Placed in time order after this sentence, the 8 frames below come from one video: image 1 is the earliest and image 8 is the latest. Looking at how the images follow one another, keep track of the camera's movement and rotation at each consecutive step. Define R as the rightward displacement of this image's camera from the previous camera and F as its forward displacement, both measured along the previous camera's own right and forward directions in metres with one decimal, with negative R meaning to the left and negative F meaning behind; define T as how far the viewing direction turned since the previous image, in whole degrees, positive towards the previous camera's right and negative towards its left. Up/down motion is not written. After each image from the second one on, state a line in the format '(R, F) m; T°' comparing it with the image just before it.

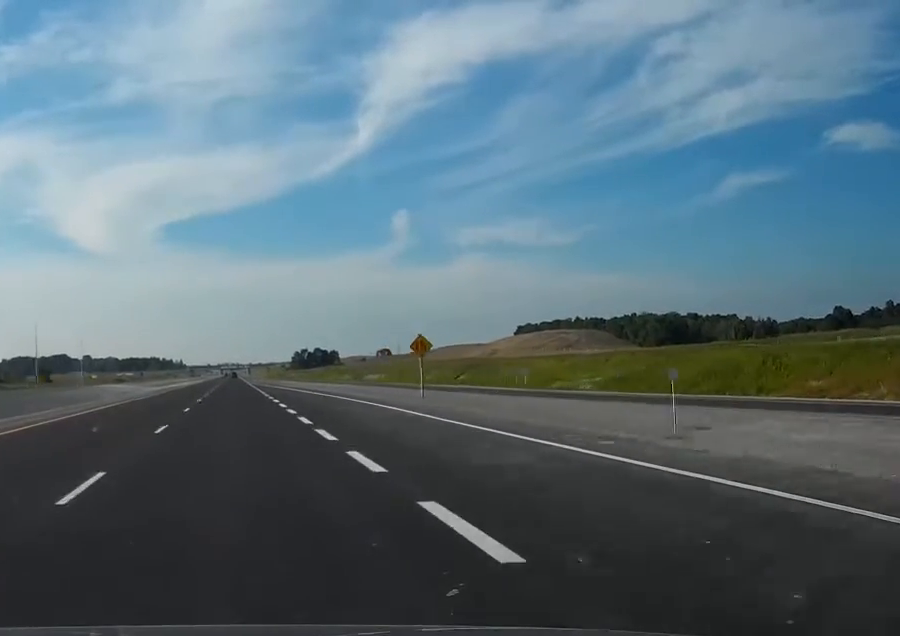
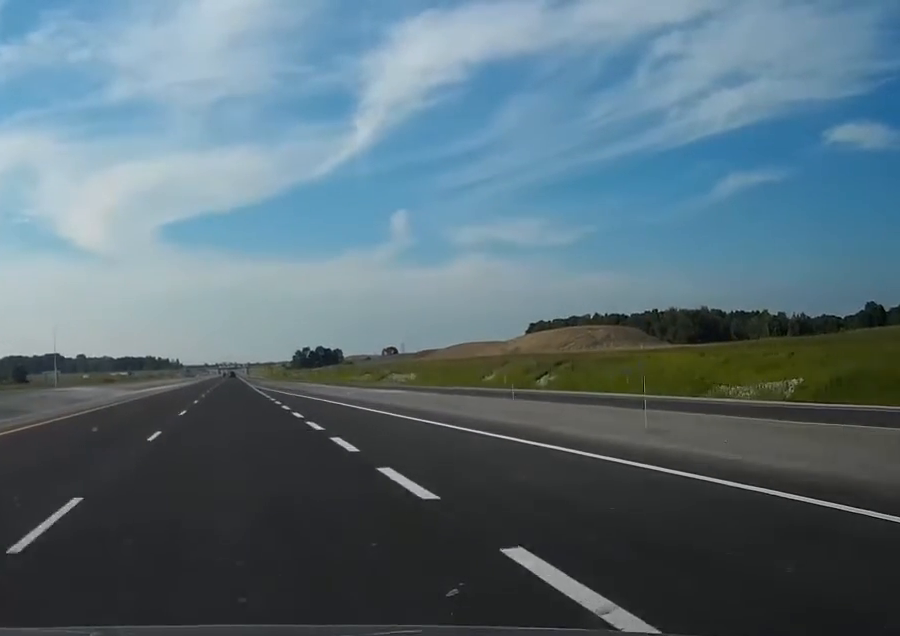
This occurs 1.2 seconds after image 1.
(0.0, +38.5) m; 0°
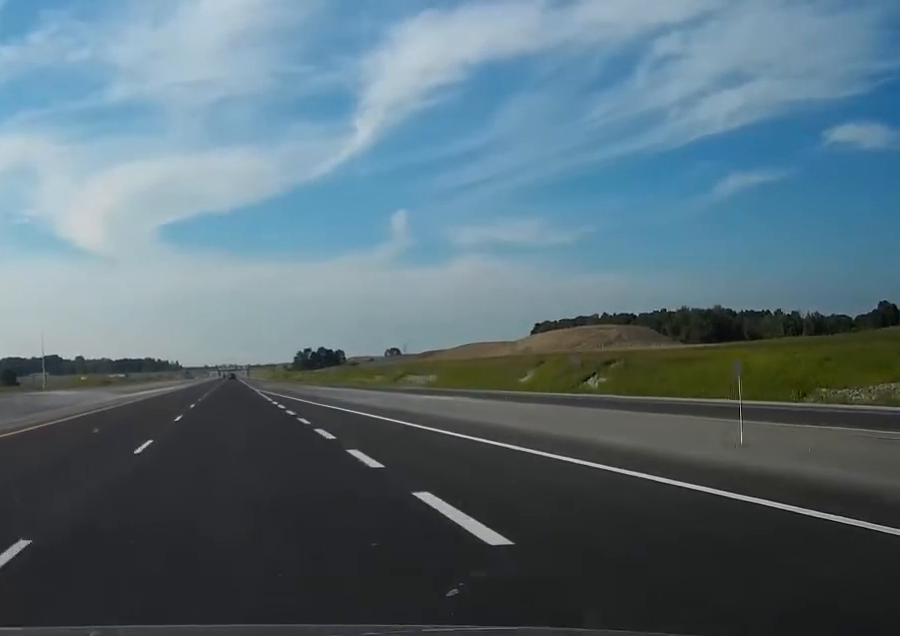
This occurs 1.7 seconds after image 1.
(0.0, +14.5) m; 0°
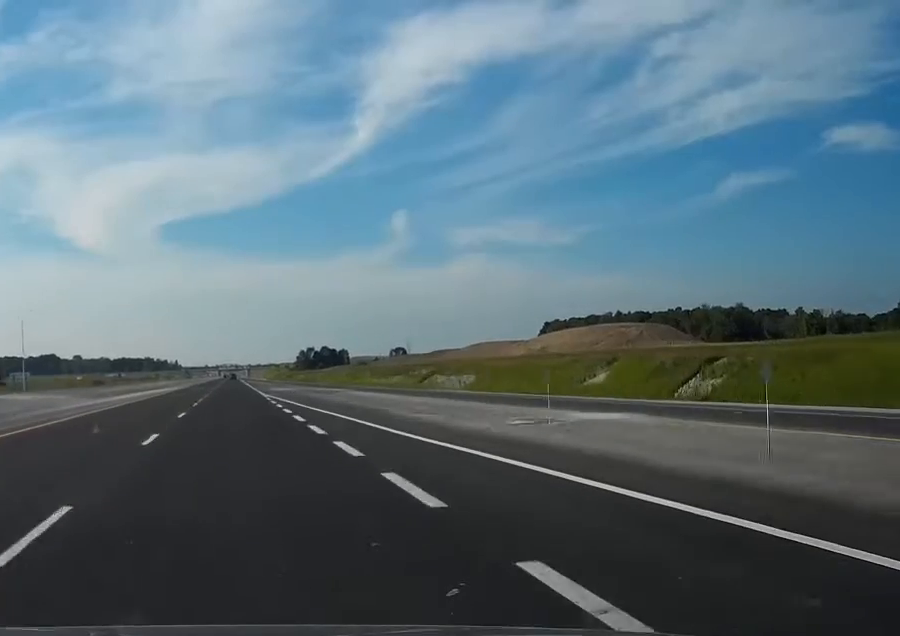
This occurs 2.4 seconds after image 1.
(0.0, +21.8) m; 0°
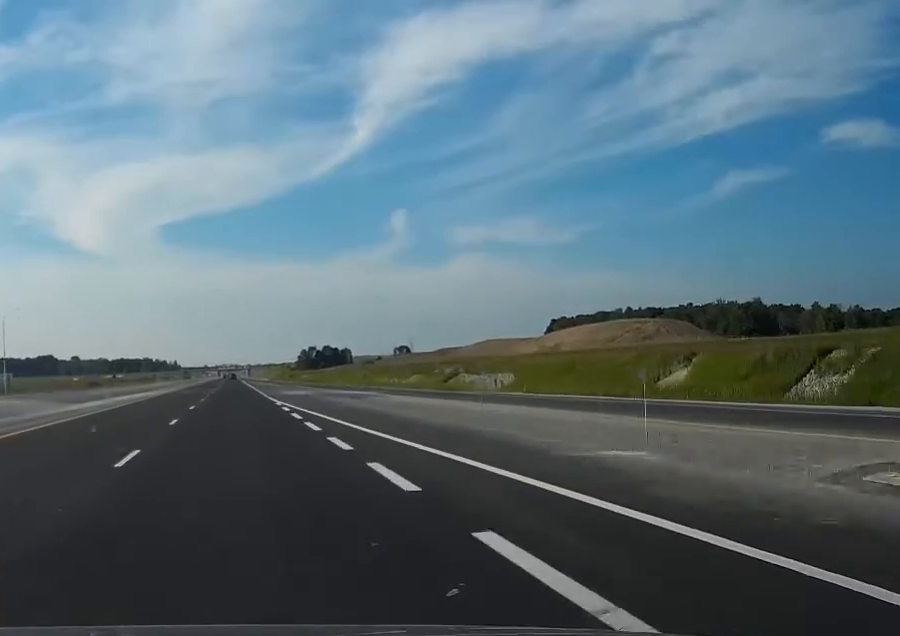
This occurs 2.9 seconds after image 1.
(0.0, +16.6) m; 0°
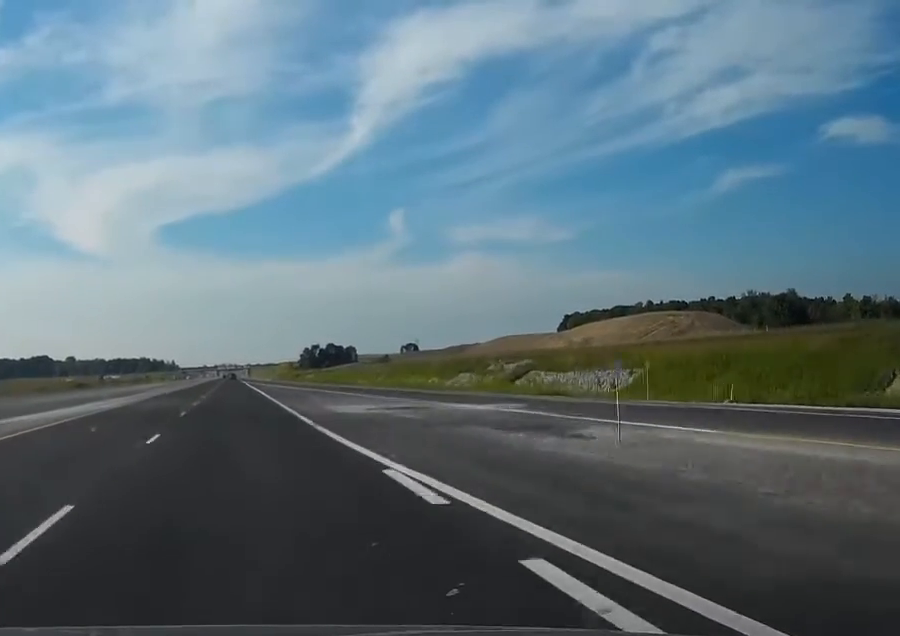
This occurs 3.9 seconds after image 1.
(0.0, +31.2) m; 0°
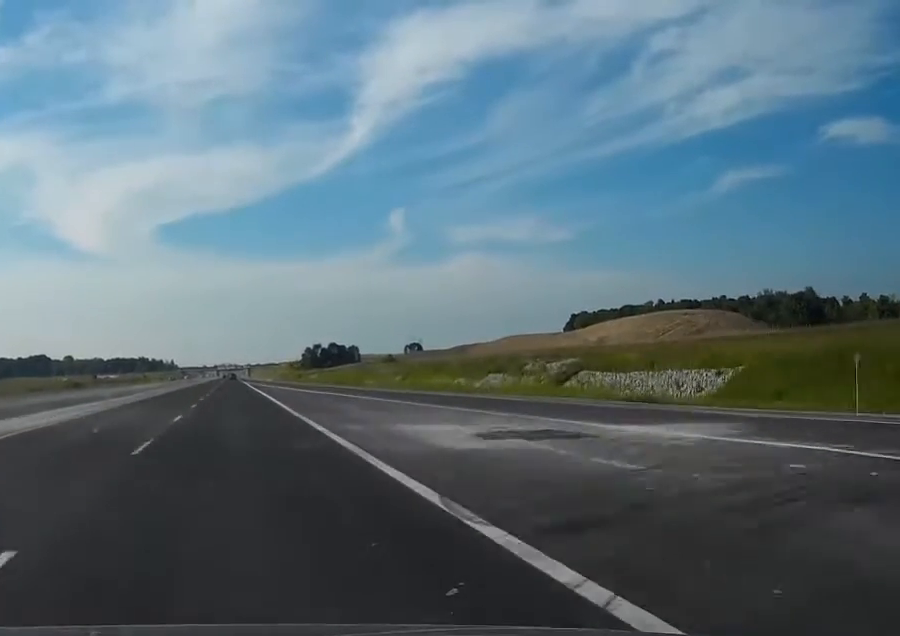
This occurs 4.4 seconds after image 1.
(0.0, +14.5) m; 0°
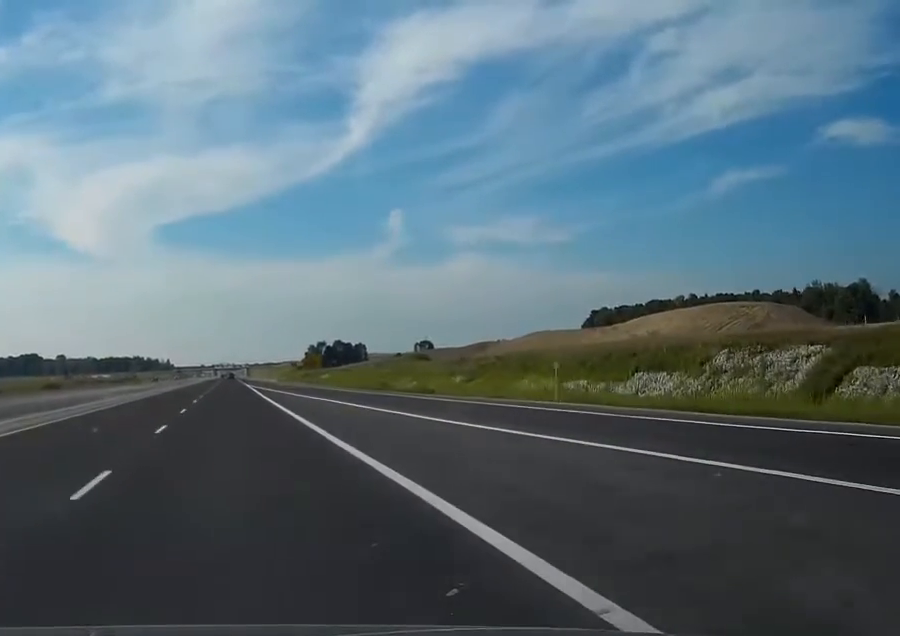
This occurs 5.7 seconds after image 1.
(-0.1, +41.7) m; 0°
